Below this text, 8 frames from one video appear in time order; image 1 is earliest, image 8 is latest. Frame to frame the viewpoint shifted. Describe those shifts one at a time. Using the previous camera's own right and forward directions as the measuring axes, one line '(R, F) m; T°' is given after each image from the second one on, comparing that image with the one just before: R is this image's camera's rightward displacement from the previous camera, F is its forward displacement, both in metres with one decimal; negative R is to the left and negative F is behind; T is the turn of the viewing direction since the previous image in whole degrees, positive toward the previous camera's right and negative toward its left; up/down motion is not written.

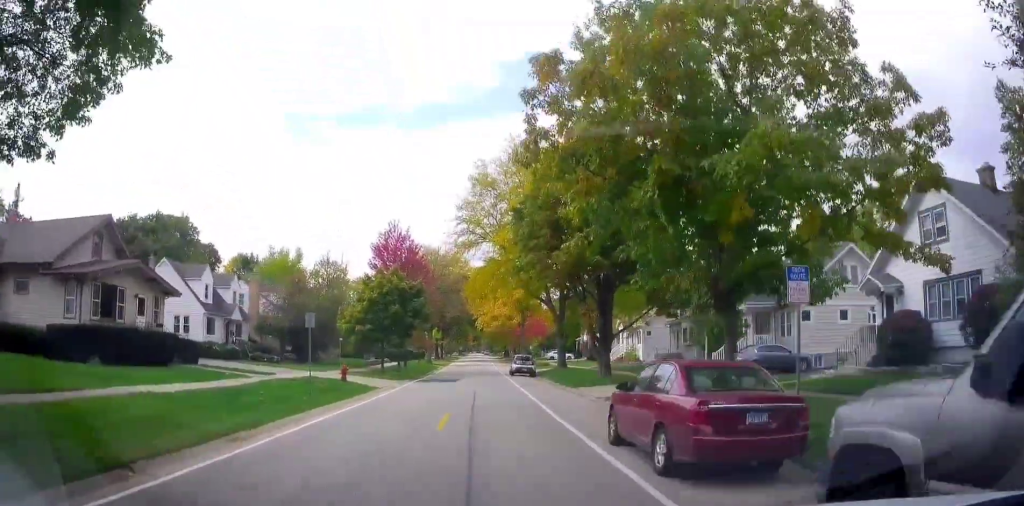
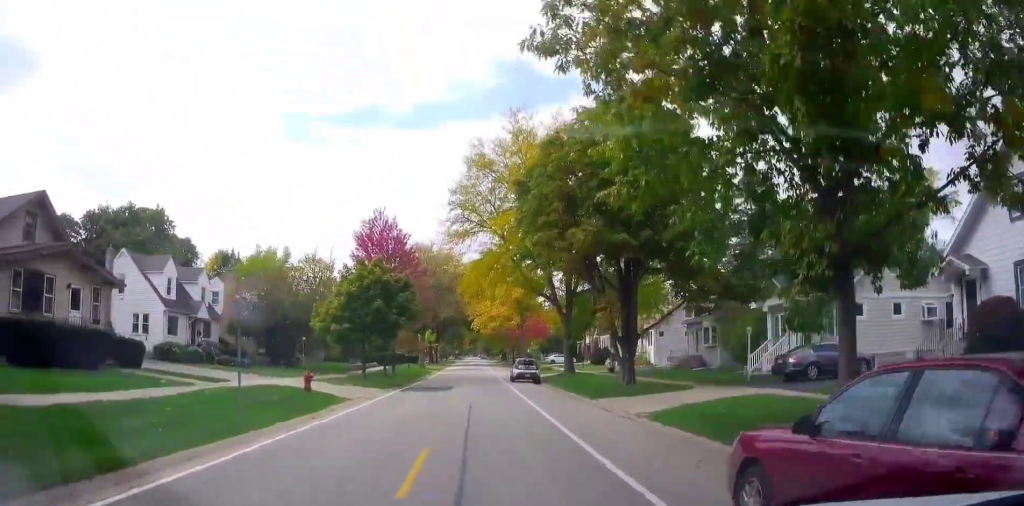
(0.0, +5.5) m; +3°
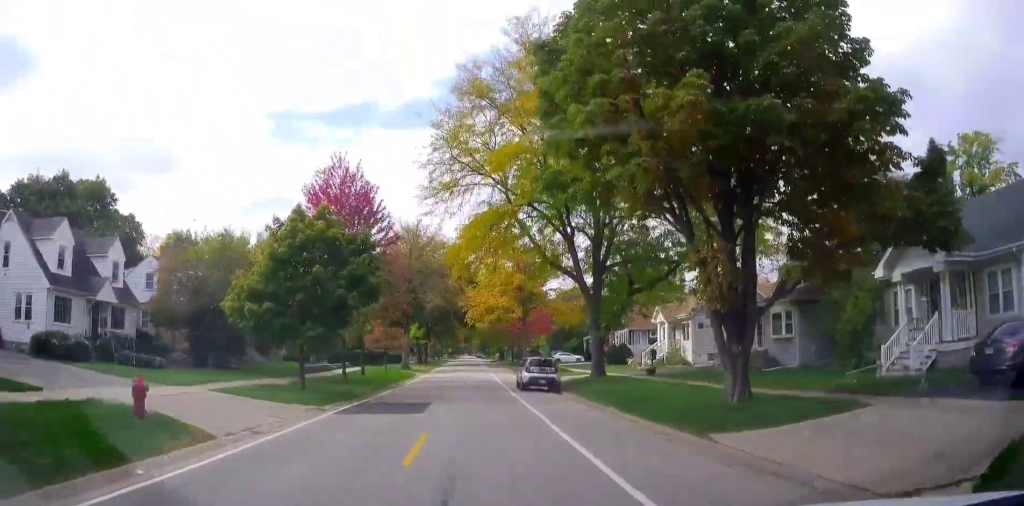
(+0.6, +11.5) m; +3°
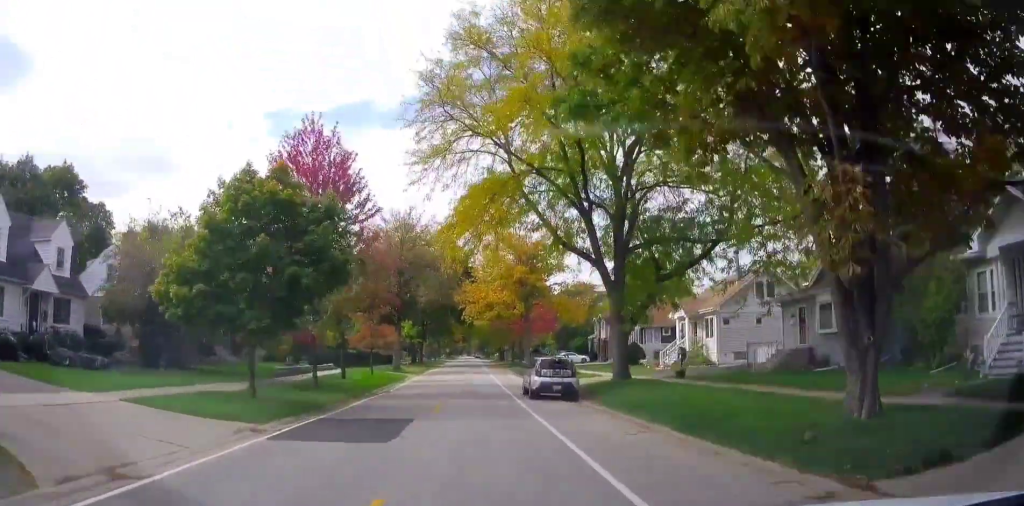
(-0.1, +5.1) m; -1°
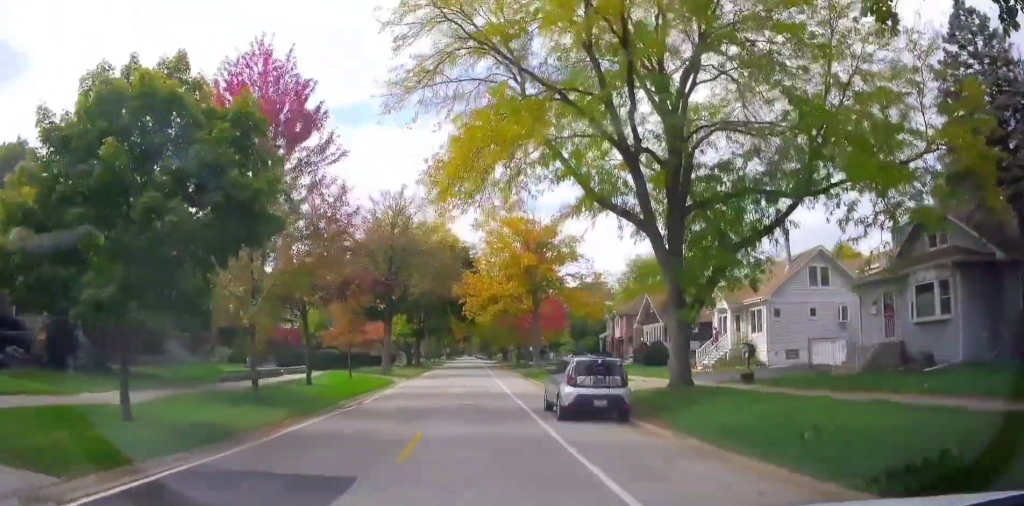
(-0.1, +7.1) m; 0°
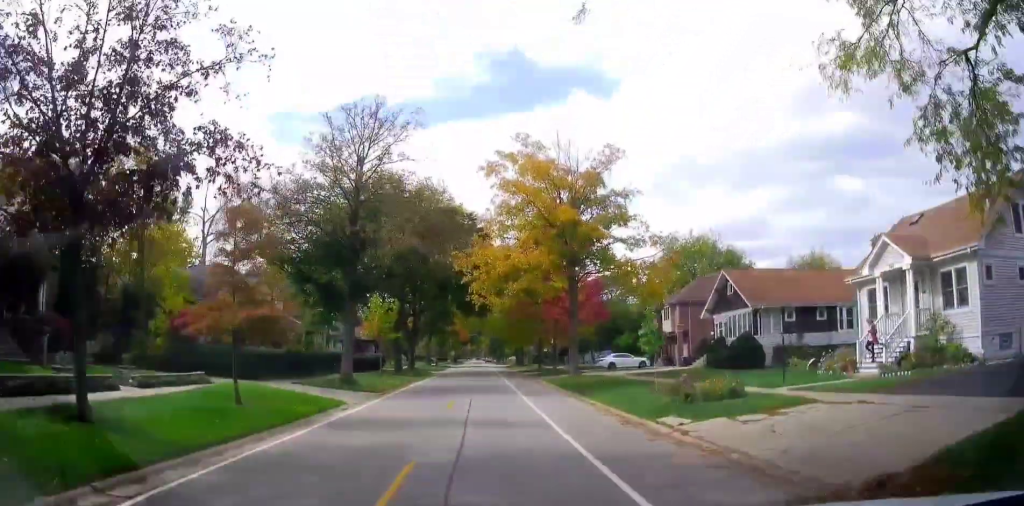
(+0.2, +15.5) m; 0°
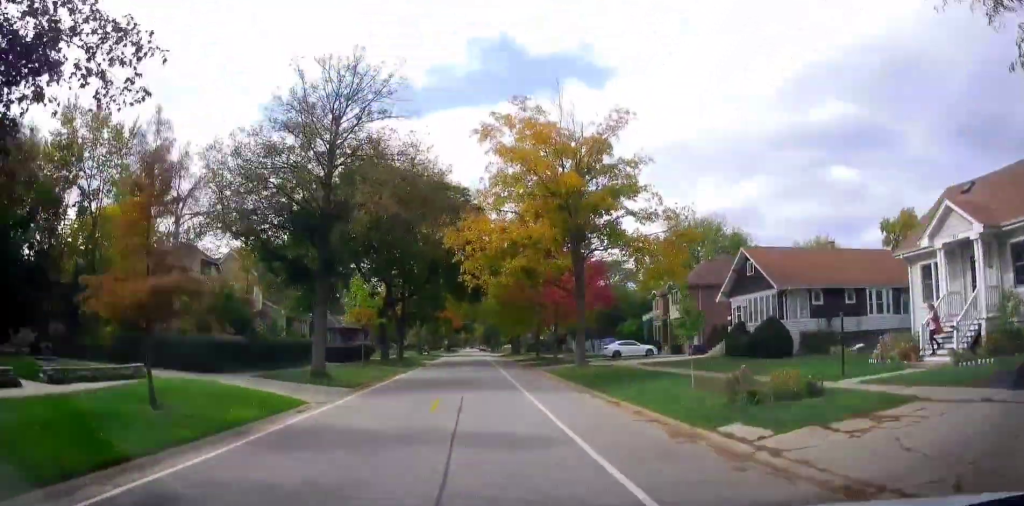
(-0.1, +3.9) m; -1°
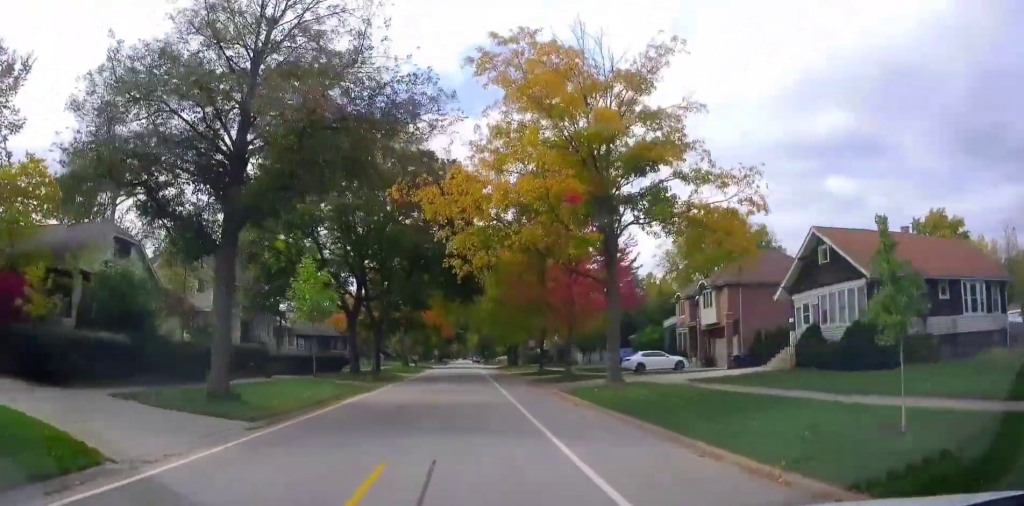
(0.0, +9.0) m; +1°
